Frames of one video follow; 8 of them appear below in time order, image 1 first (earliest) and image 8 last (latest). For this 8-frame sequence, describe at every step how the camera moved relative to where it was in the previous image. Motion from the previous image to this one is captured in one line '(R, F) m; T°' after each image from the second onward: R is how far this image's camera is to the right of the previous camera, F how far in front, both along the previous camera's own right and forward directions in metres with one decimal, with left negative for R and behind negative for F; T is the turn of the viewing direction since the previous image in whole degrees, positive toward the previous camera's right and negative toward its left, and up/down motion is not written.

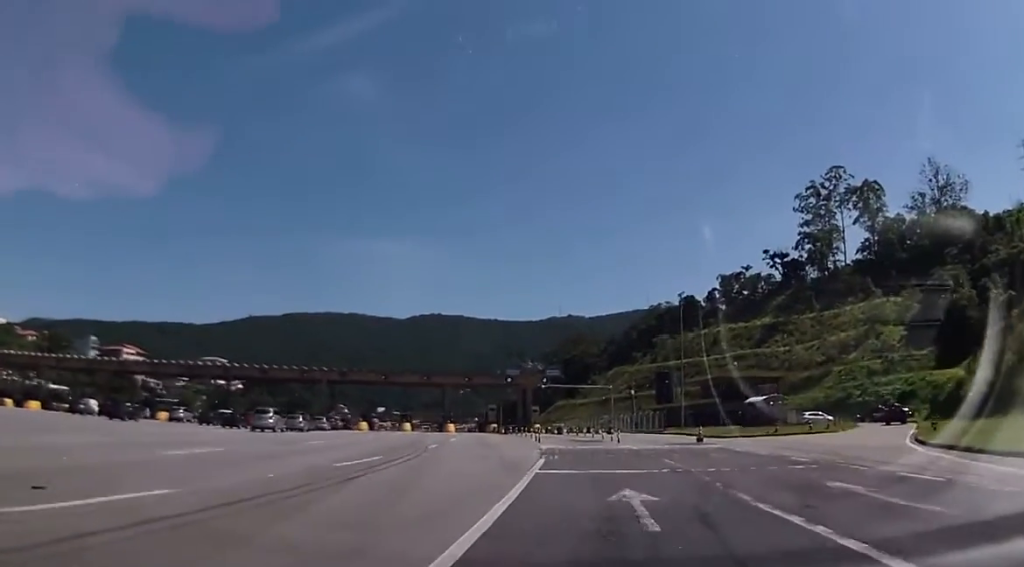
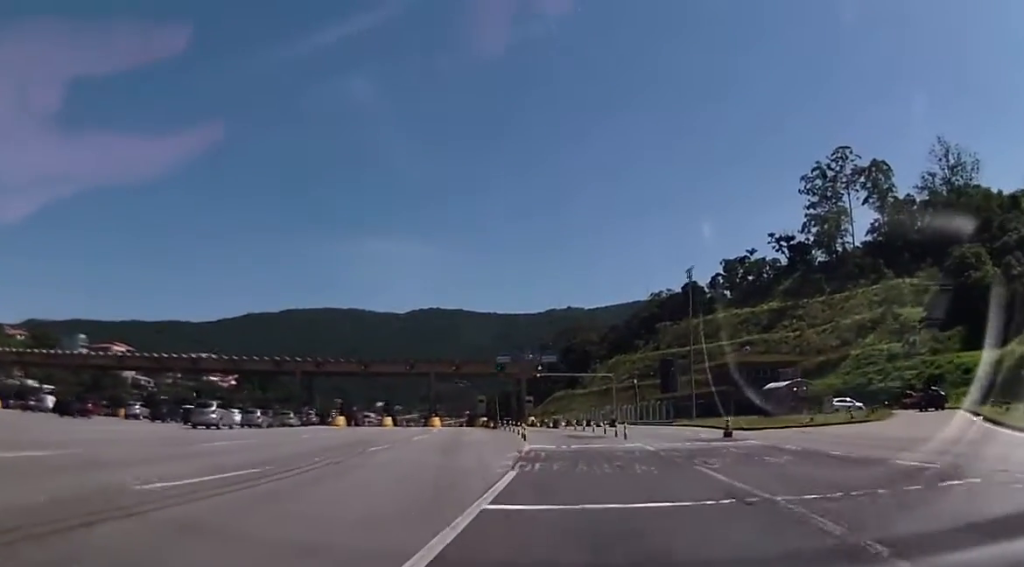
(-0.1, +9.2) m; 0°
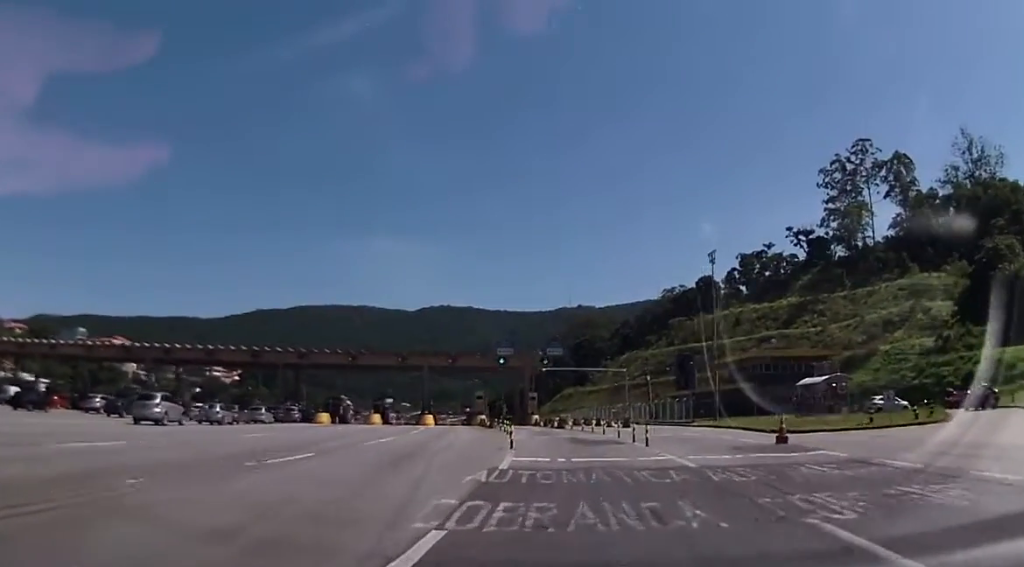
(+0.2, +8.5) m; 0°
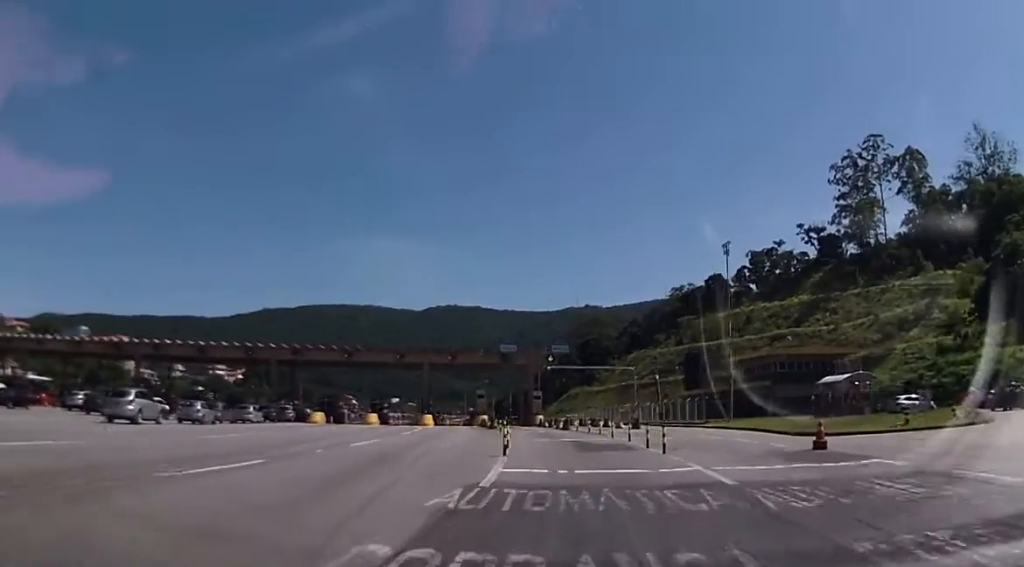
(0.0, +3.7) m; -1°
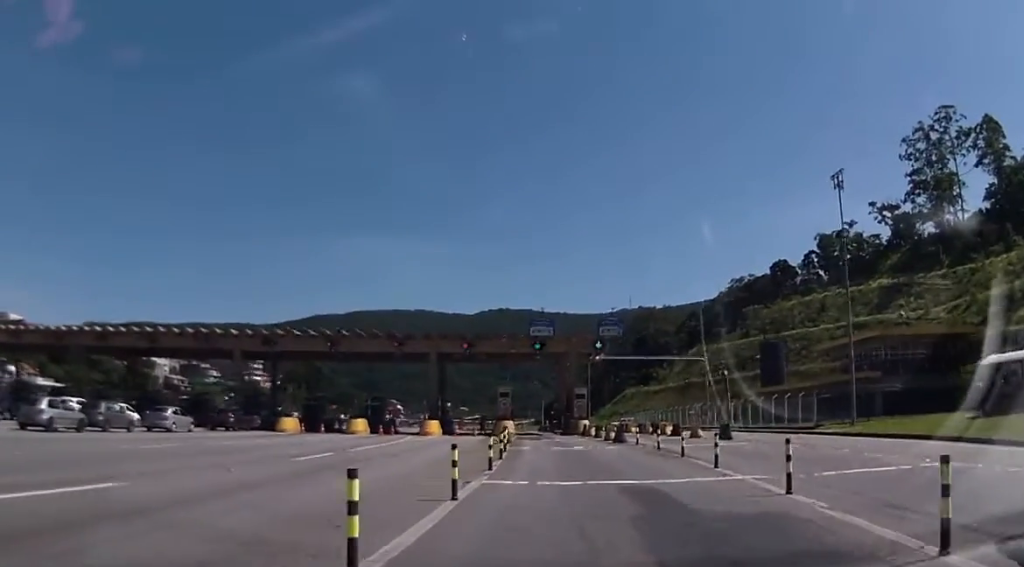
(-0.6, +18.4) m; -4°
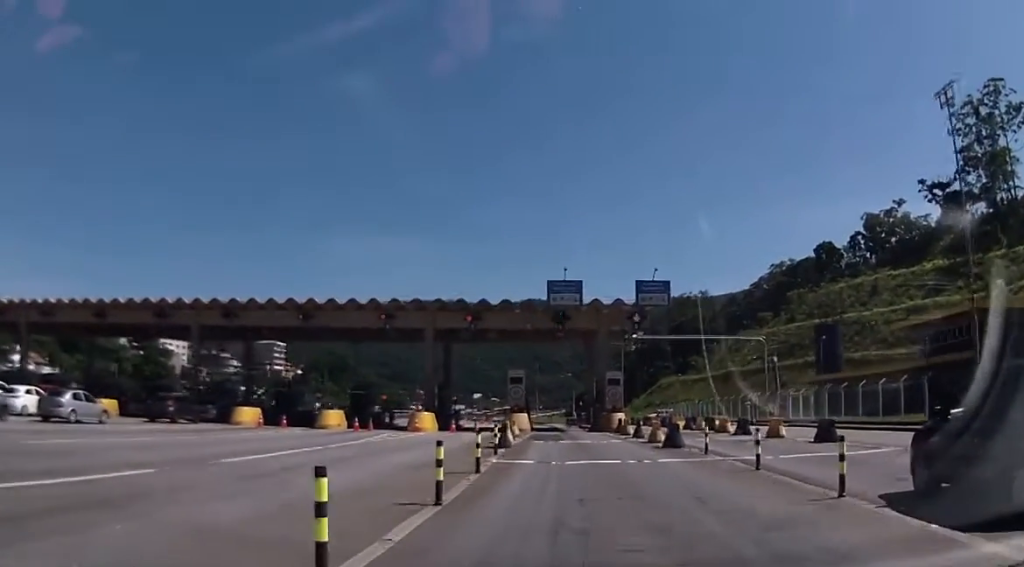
(-0.3, +10.9) m; -2°
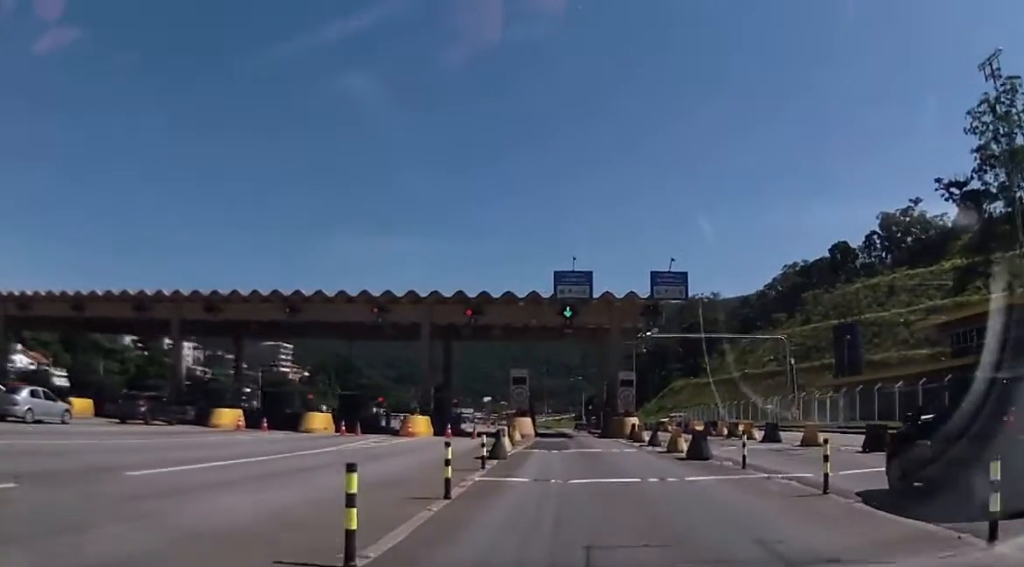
(-0.1, +3.6) m; 0°
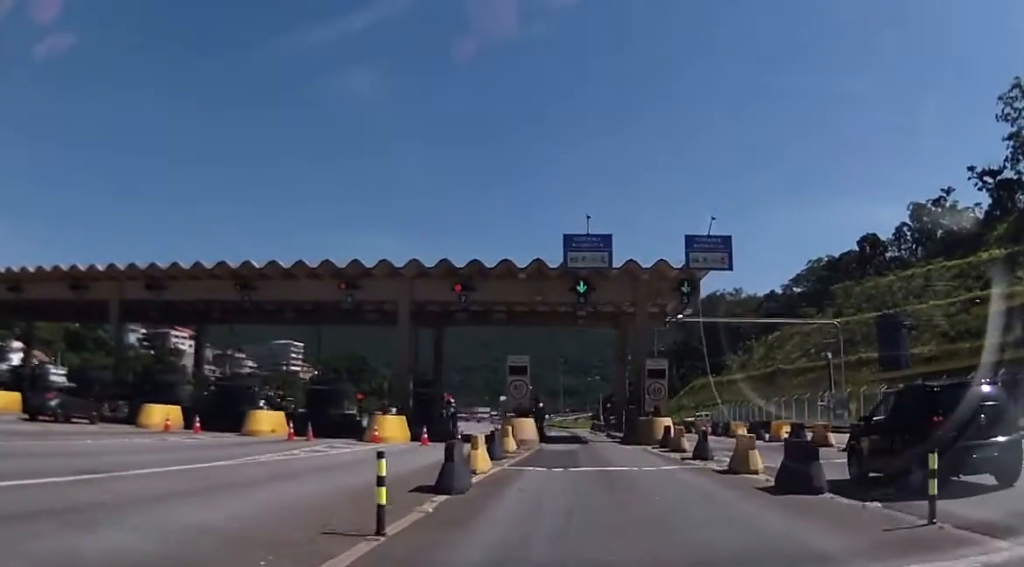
(+0.2, +8.1) m; 0°
